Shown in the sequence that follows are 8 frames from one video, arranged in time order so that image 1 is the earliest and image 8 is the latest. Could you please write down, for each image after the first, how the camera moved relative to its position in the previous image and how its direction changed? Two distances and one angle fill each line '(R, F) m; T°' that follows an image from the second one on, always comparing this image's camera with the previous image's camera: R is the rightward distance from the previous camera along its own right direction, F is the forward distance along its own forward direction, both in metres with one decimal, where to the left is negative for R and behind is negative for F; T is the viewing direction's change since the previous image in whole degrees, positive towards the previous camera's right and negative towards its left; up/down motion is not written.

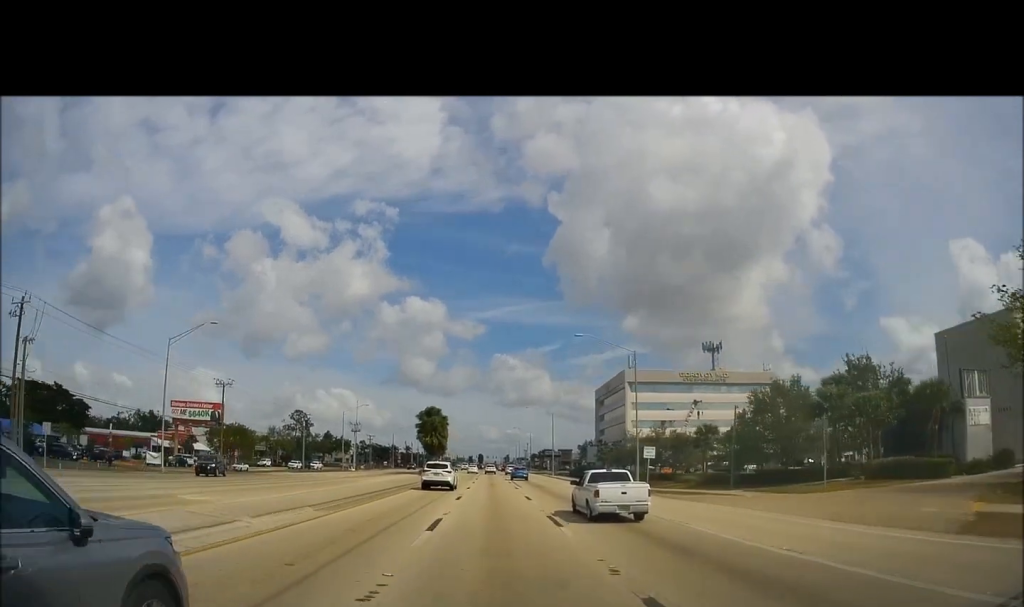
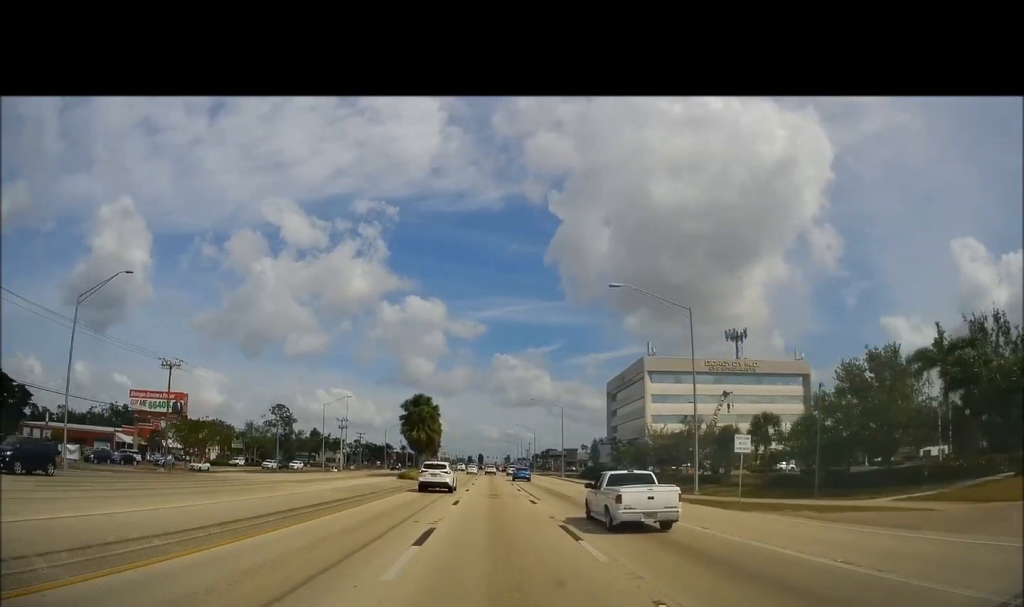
(0.0, +15.2) m; 0°
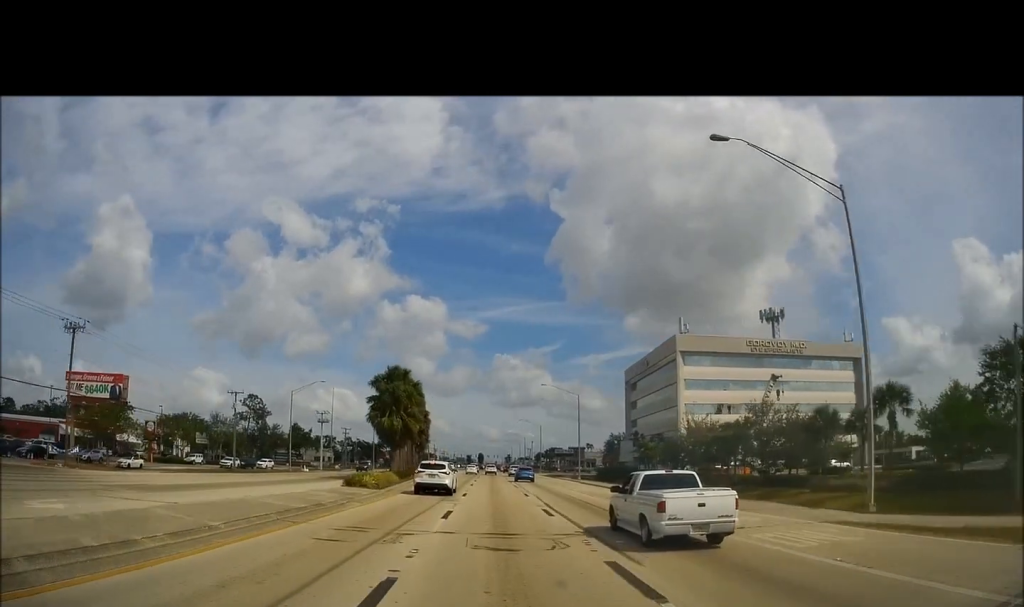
(+0.1, +18.9) m; +1°
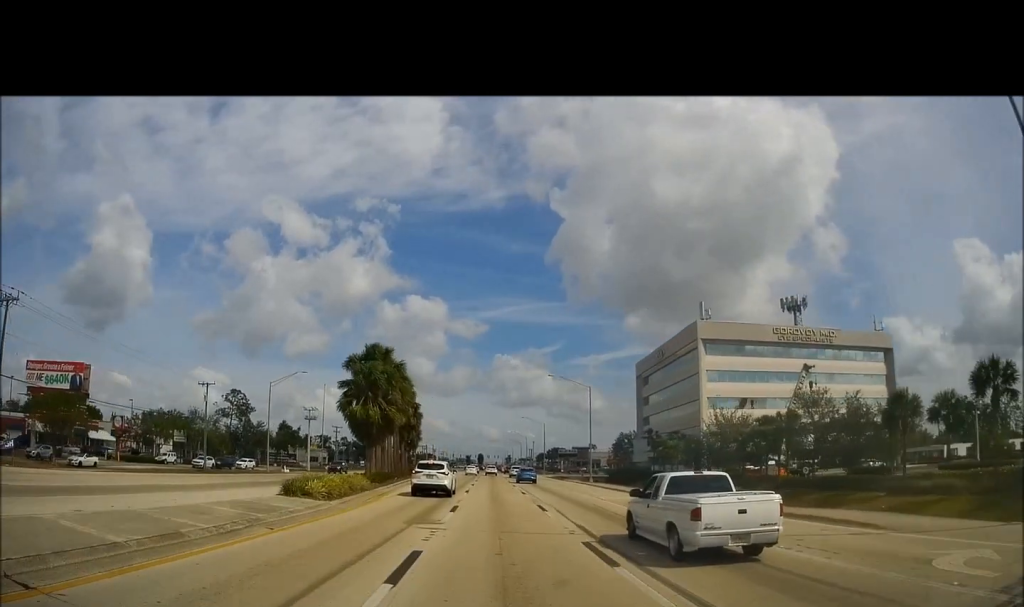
(+0.2, +9.7) m; 0°
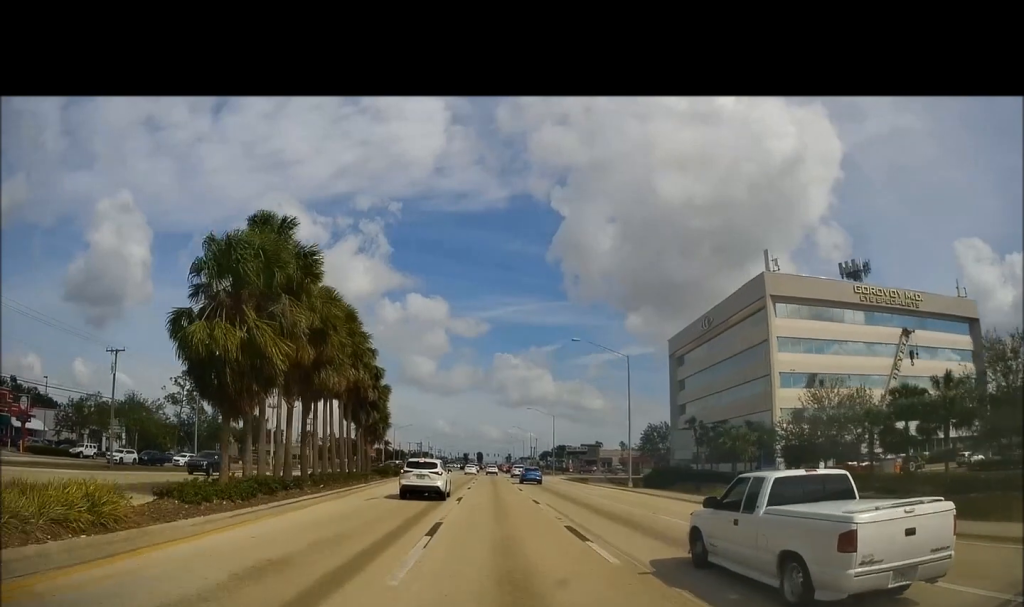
(-0.4, +21.7) m; 0°
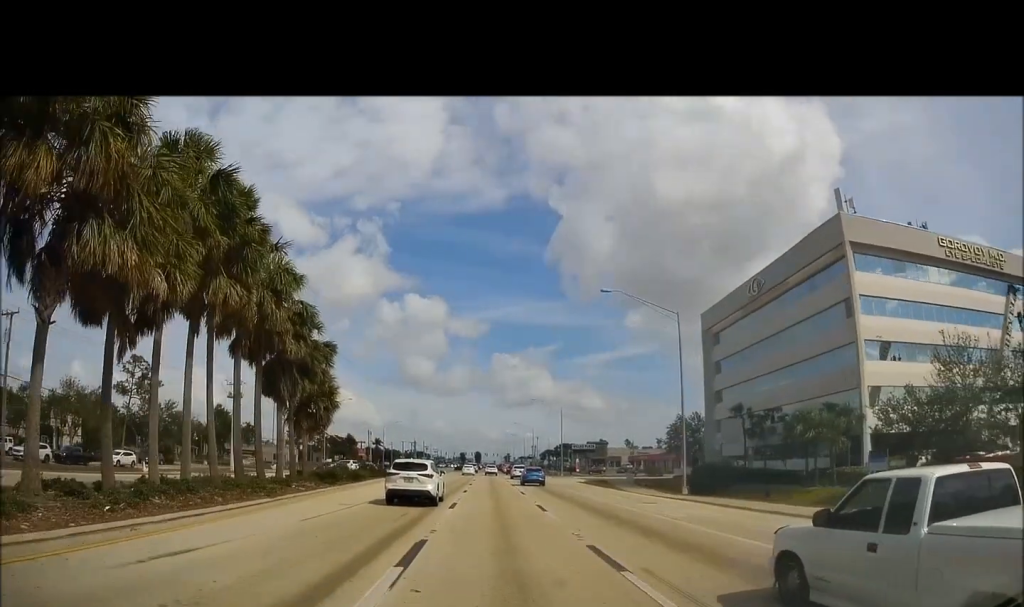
(+0.4, +16.5) m; 0°
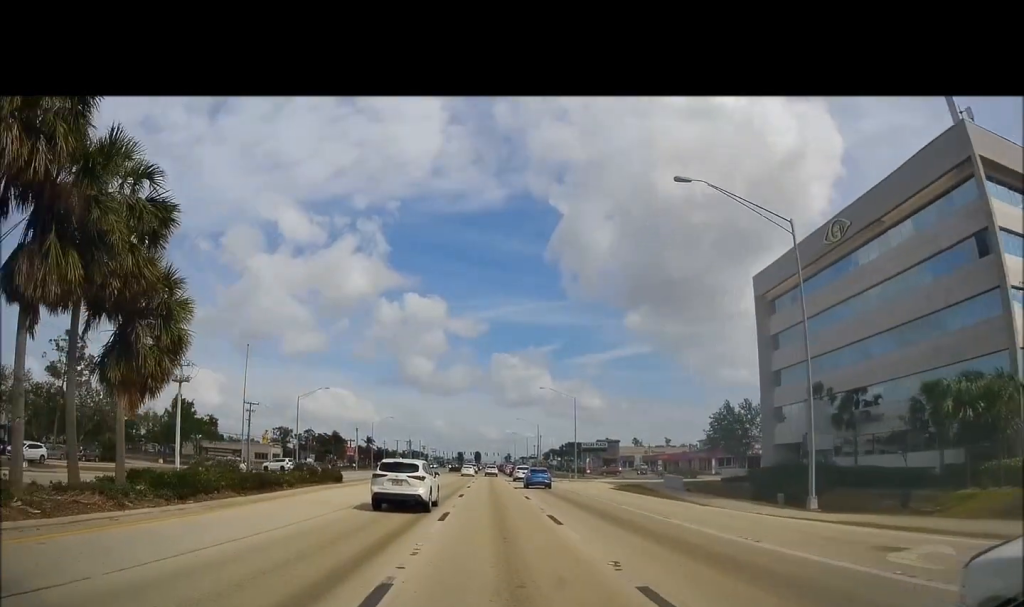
(-0.3, +17.8) m; 0°
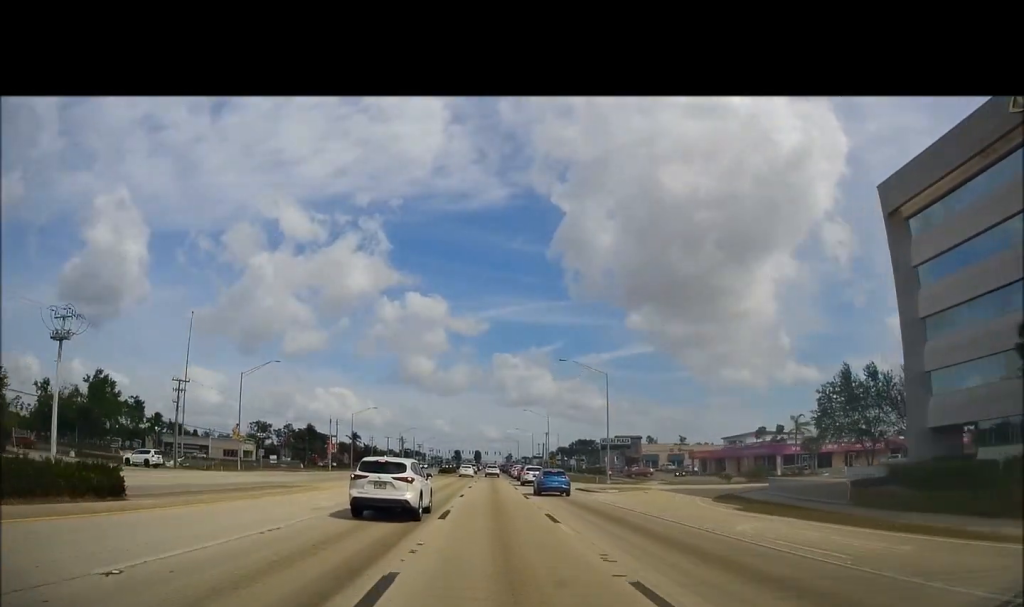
(+0.1, +26.4) m; -1°
